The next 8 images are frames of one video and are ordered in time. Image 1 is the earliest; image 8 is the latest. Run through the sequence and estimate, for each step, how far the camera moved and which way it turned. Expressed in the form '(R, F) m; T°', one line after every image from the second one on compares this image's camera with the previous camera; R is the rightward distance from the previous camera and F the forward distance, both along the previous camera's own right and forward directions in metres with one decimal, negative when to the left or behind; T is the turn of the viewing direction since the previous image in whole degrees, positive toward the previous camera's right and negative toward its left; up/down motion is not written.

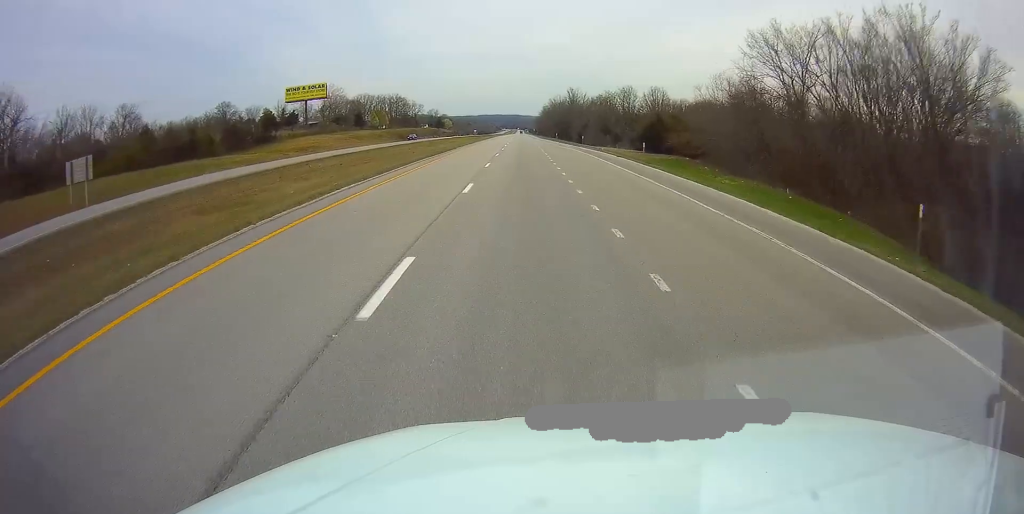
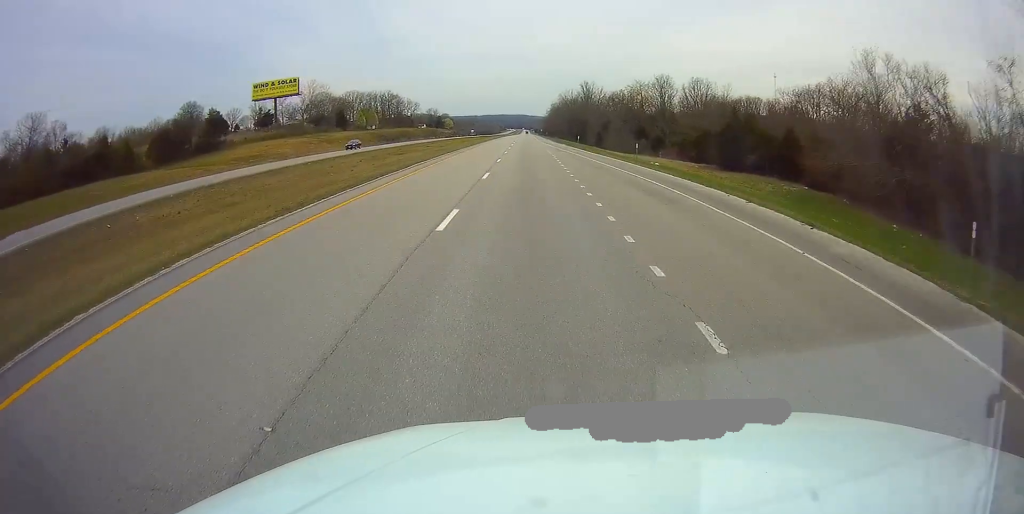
(0.0, +31.4) m; 0°
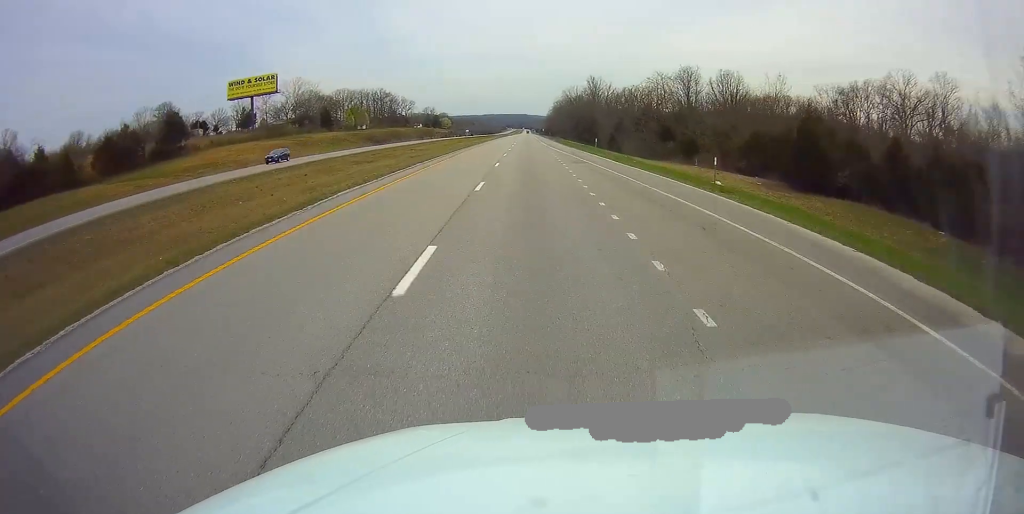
(0.0, +16.8) m; 0°
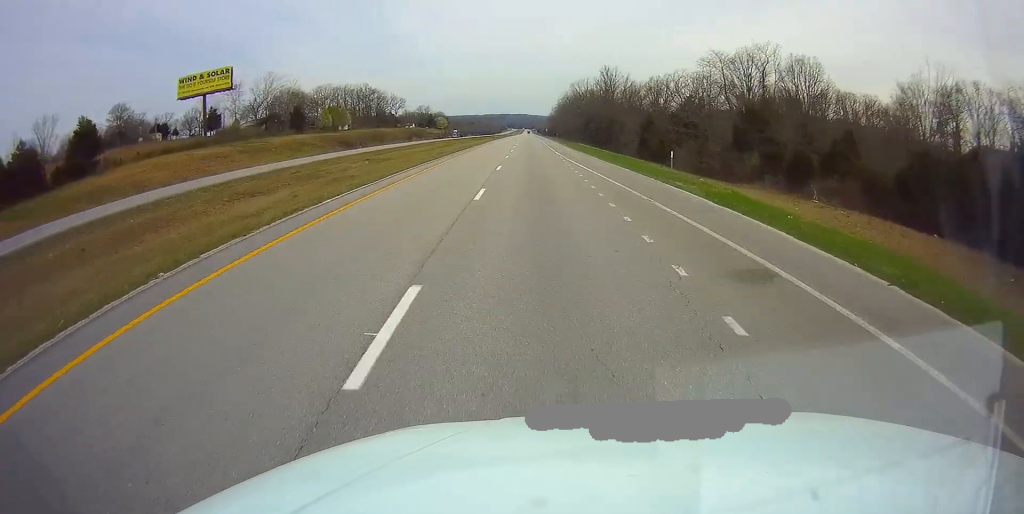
(0.0, +27.2) m; 0°
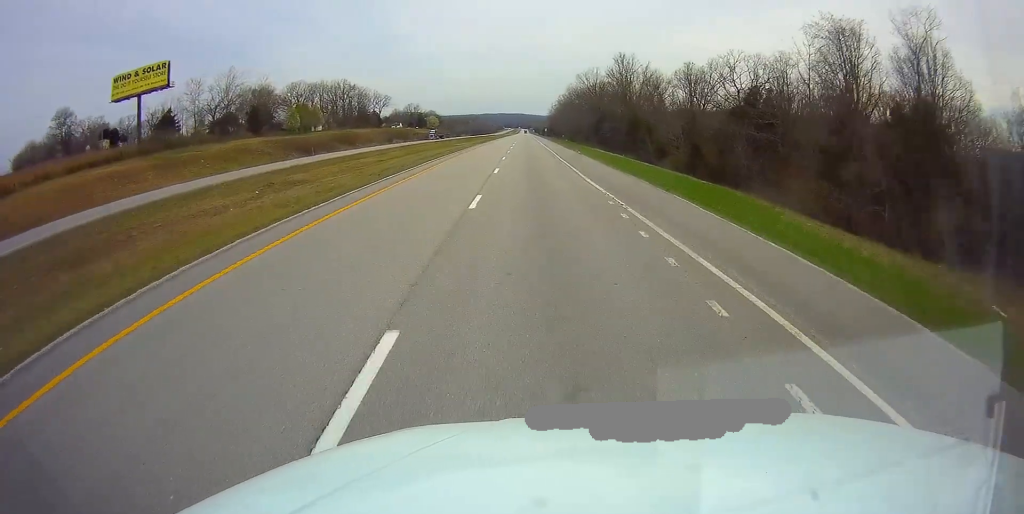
(0.0, +26.1) m; 0°
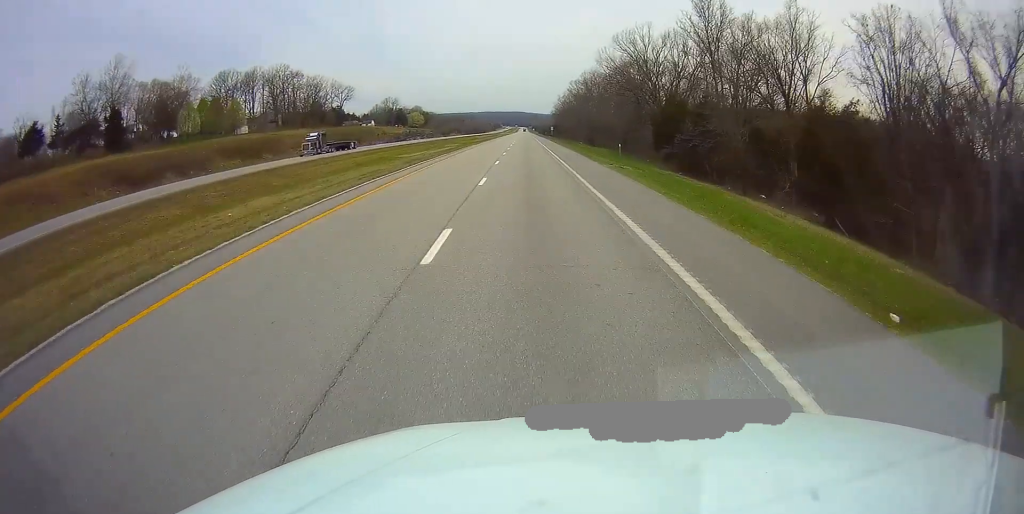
(+0.1, +55.4) m; 0°
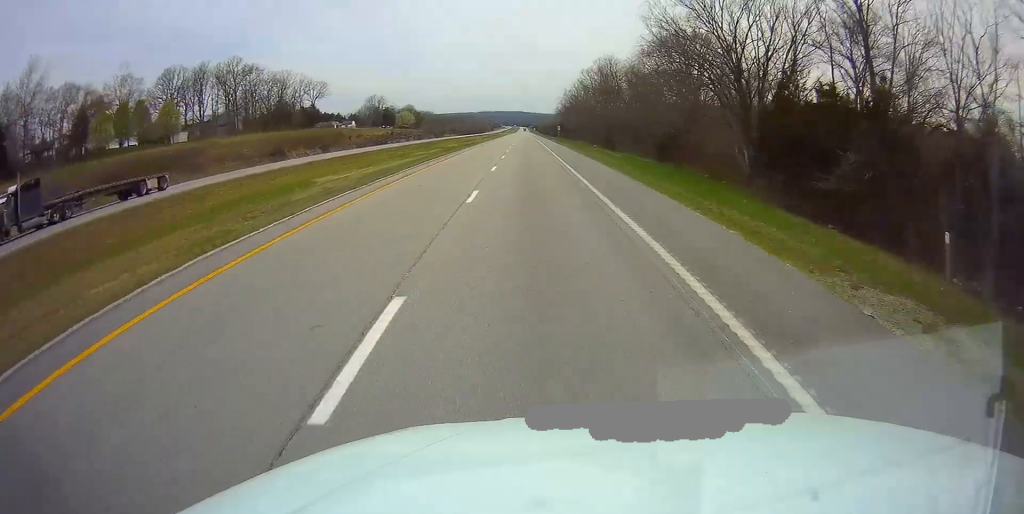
(0.0, +29.4) m; 0°
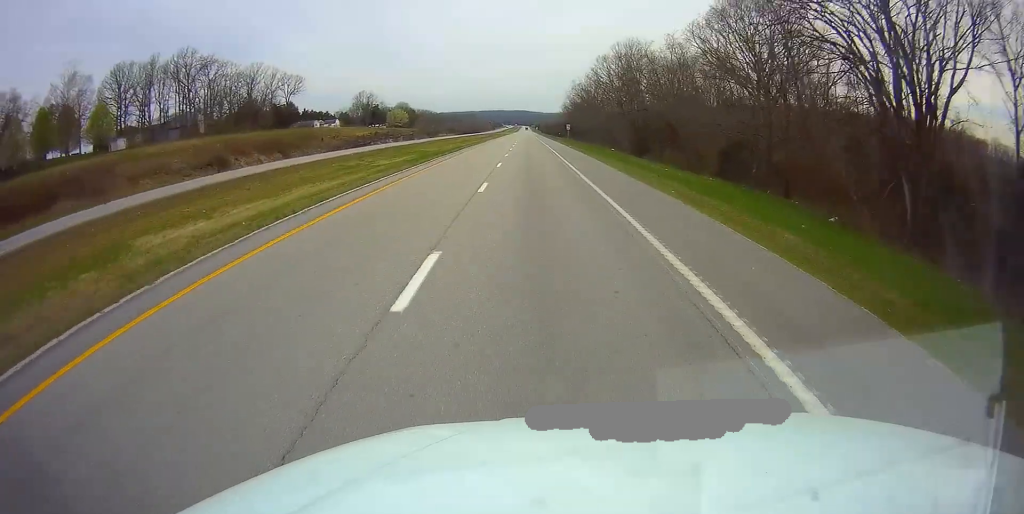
(0.0, +22.0) m; 0°
